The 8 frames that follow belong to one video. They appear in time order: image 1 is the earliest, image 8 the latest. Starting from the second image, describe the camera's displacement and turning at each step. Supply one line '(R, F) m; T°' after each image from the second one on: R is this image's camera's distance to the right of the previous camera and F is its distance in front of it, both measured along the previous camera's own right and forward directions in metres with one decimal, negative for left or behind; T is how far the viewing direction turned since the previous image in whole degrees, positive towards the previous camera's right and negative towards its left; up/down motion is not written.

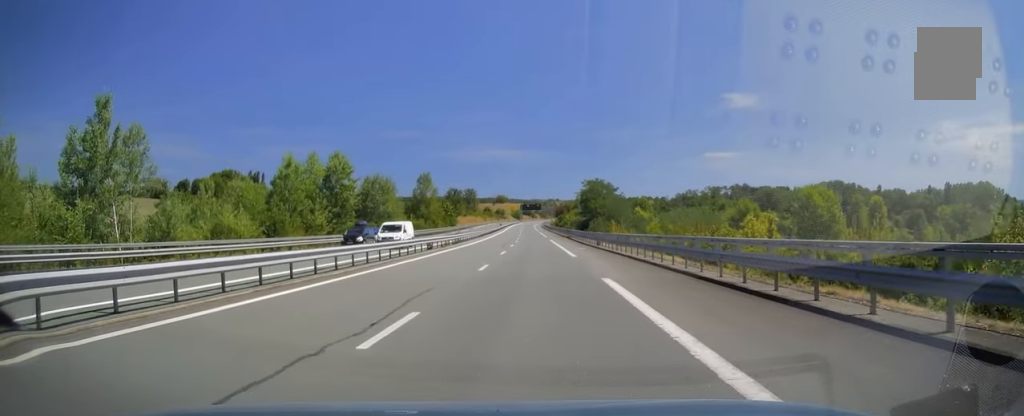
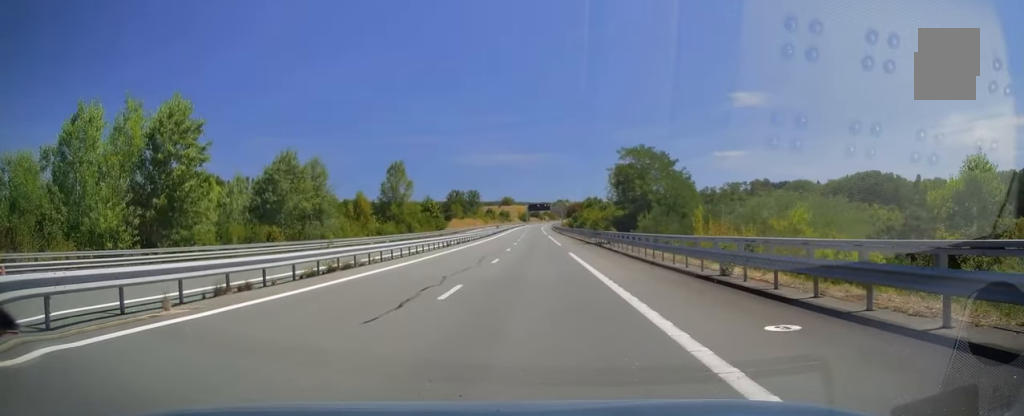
(-0.4, +33.9) m; -1°
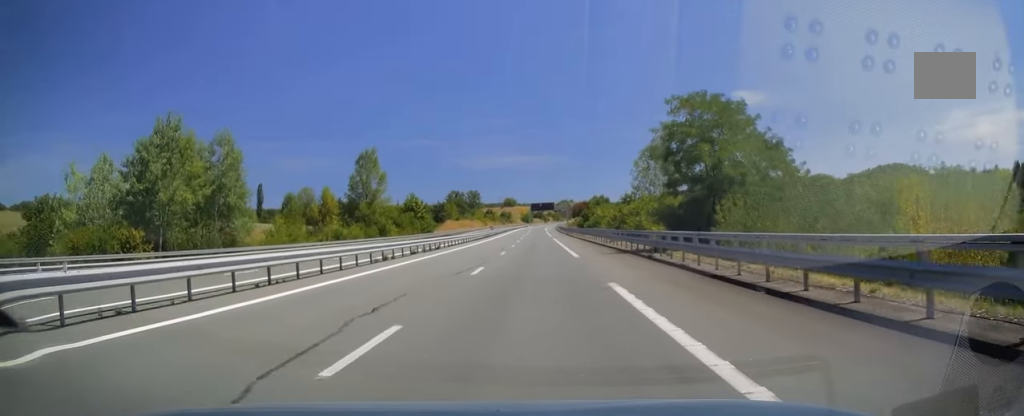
(-0.1, +19.6) m; -1°
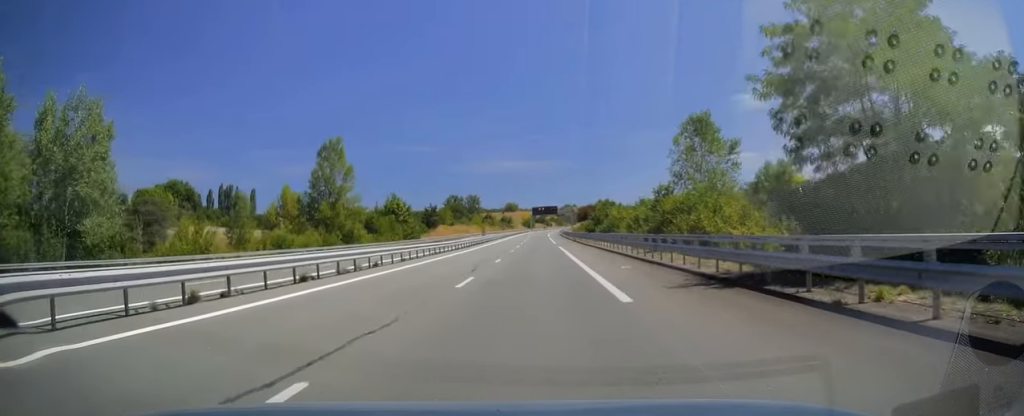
(0.0, +16.2) m; 0°
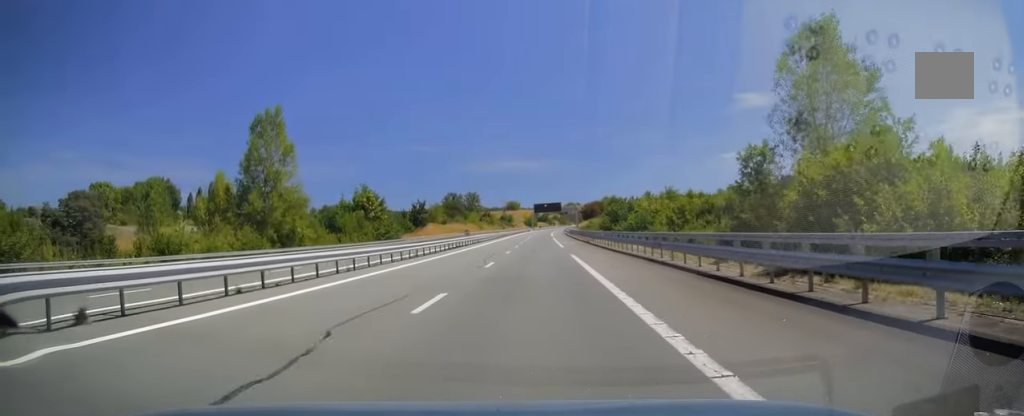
(-0.2, +18.1) m; 0°
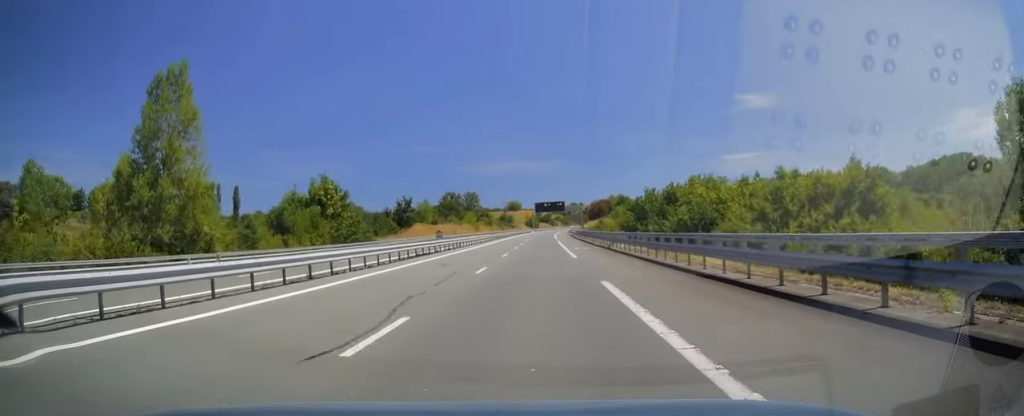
(0.0, +16.6) m; 0°
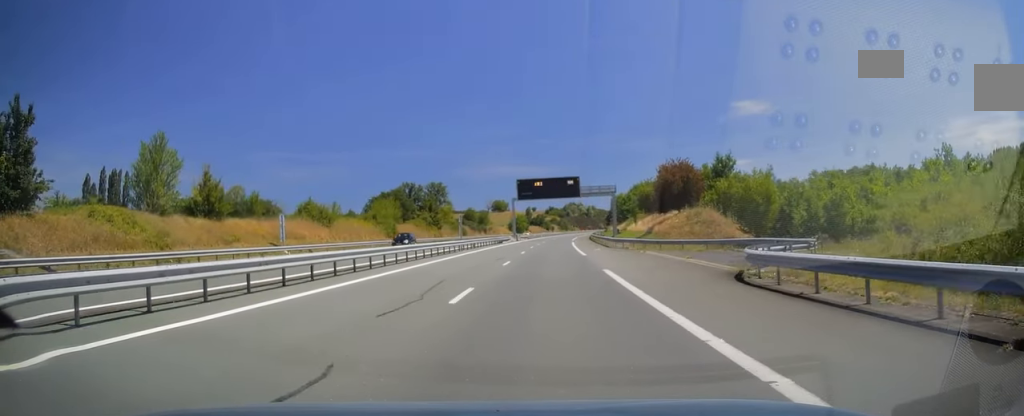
(-0.4, +99.0) m; +1°
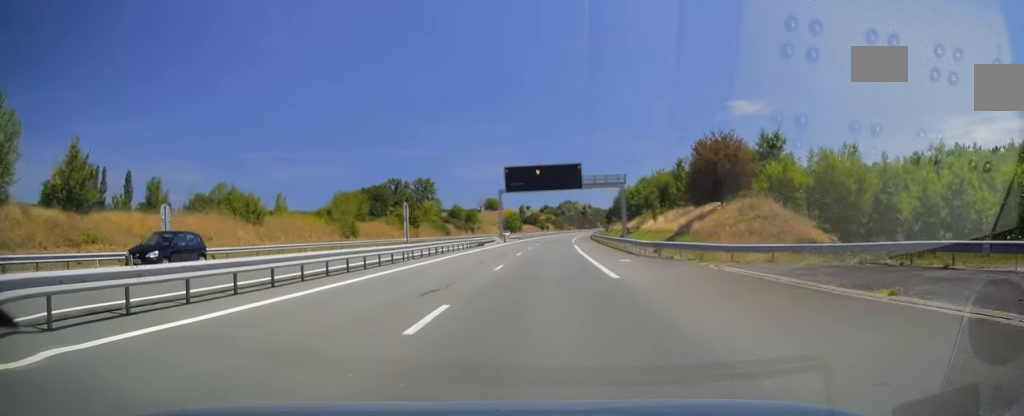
(+0.1, +16.6) m; +1°
